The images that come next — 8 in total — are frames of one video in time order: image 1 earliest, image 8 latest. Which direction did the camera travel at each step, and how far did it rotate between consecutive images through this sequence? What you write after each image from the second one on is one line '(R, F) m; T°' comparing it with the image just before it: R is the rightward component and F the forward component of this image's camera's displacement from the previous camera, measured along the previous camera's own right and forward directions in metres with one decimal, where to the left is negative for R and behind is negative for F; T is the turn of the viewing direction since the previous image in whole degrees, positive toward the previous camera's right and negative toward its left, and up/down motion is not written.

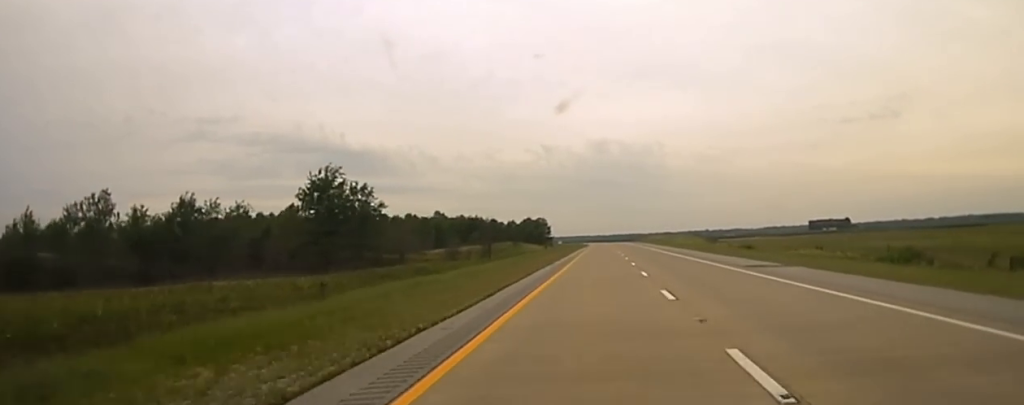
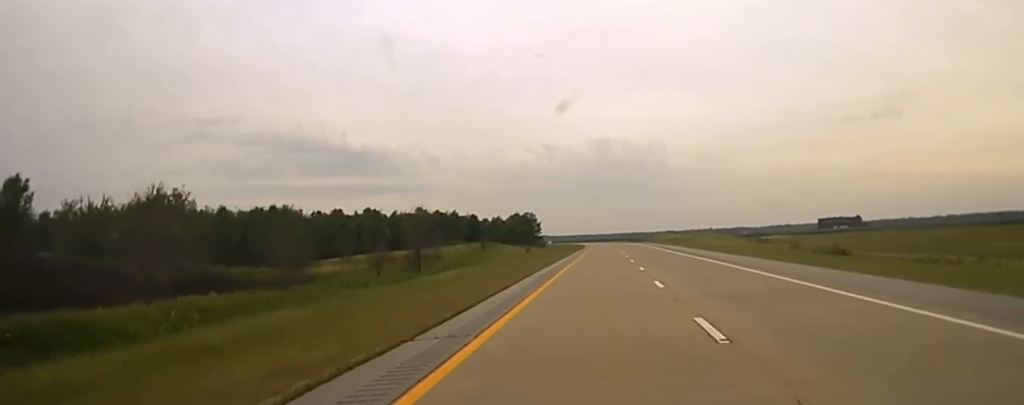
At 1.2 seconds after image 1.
(0.0, +55.5) m; 0°
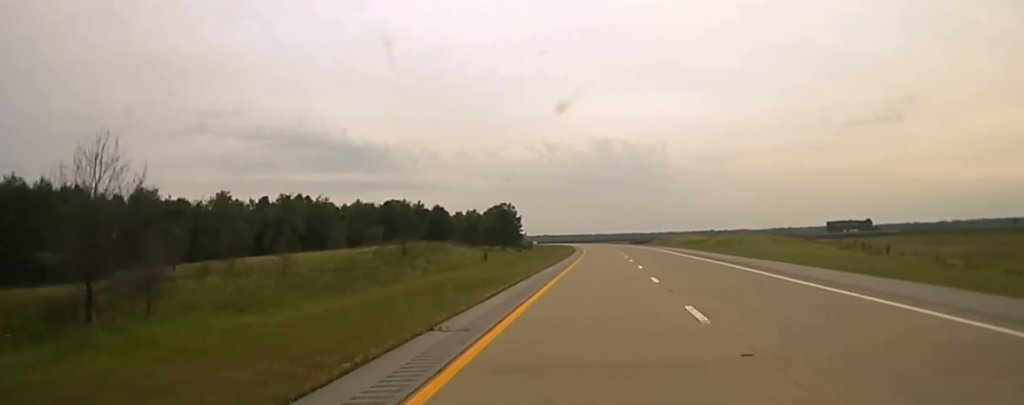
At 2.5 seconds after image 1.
(-0.4, +53.1) m; 0°
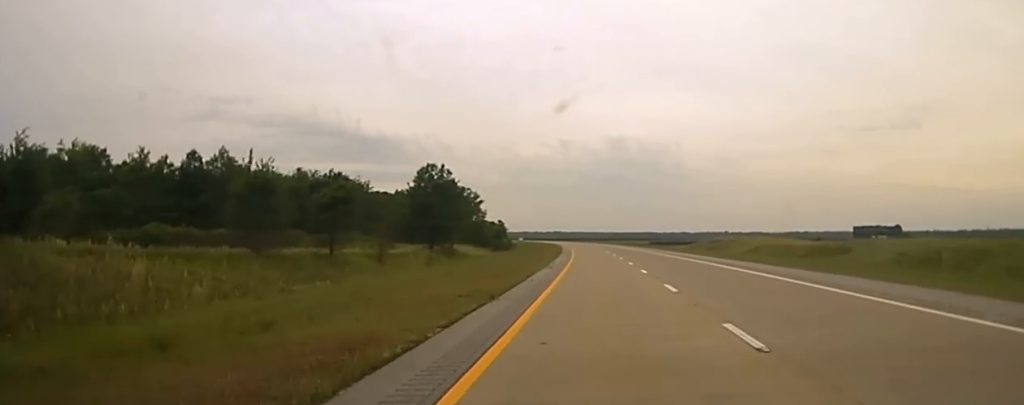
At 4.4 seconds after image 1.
(+0.2, +69.3) m; 0°
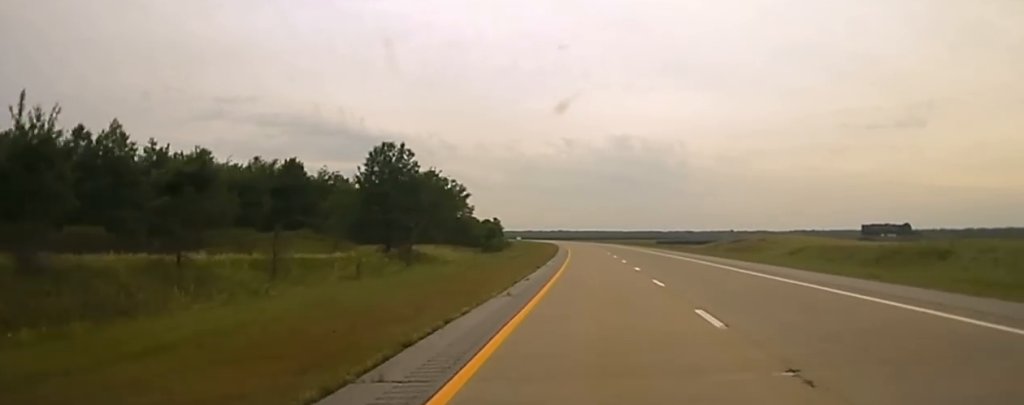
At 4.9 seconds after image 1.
(0.0, +19.7) m; 0°
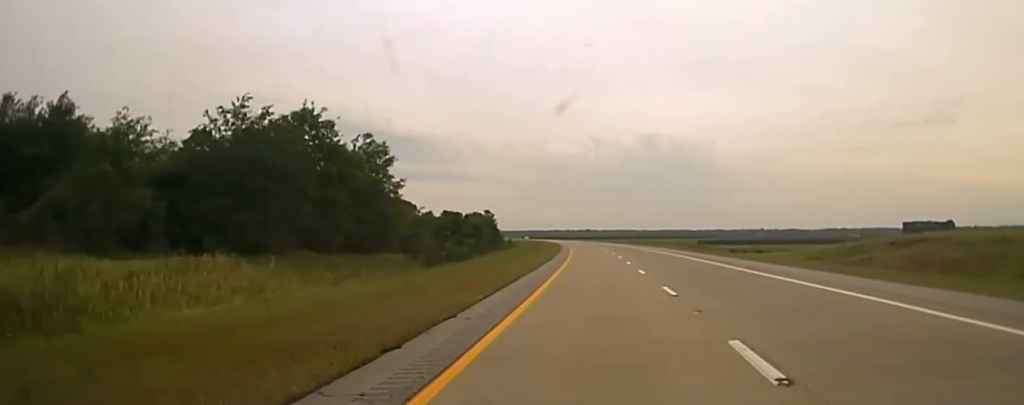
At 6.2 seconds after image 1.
(-1.0, +69.5) m; -2°
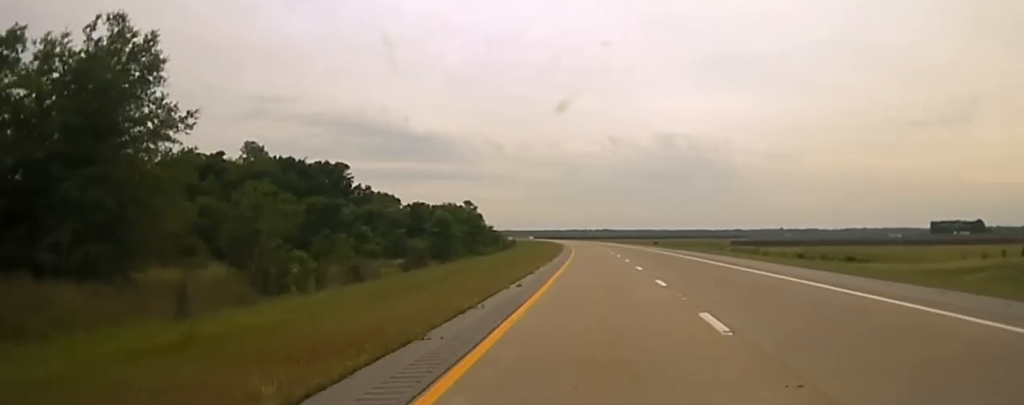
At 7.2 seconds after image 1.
(-0.6, +57.3) m; -1°
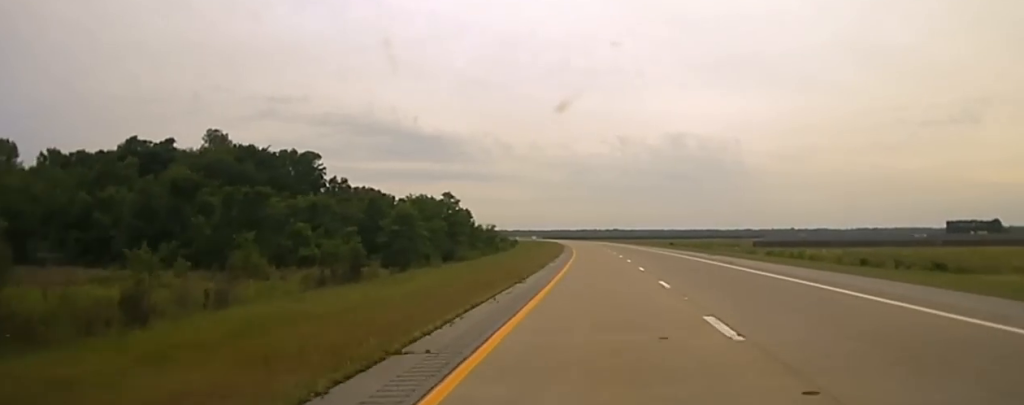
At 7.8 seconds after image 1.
(-0.2, +30.3) m; -1°
